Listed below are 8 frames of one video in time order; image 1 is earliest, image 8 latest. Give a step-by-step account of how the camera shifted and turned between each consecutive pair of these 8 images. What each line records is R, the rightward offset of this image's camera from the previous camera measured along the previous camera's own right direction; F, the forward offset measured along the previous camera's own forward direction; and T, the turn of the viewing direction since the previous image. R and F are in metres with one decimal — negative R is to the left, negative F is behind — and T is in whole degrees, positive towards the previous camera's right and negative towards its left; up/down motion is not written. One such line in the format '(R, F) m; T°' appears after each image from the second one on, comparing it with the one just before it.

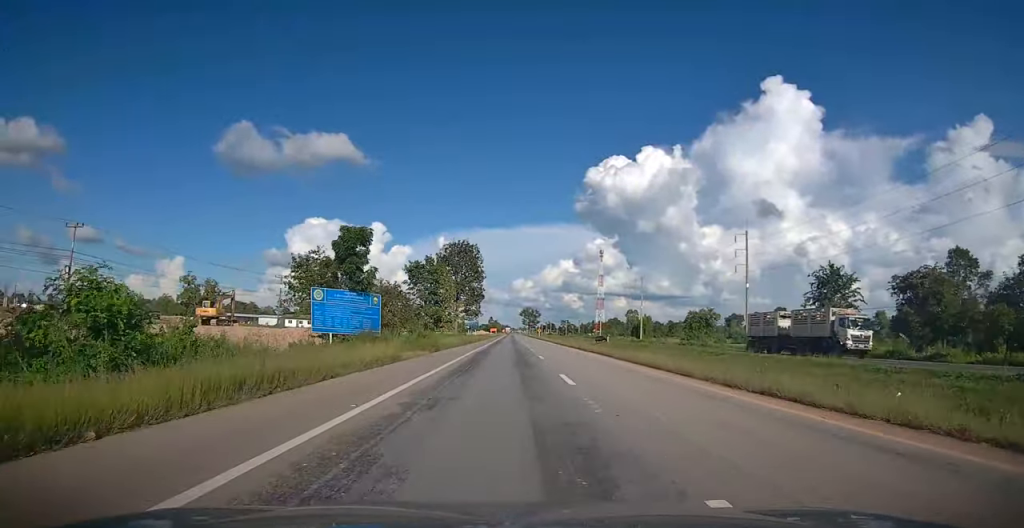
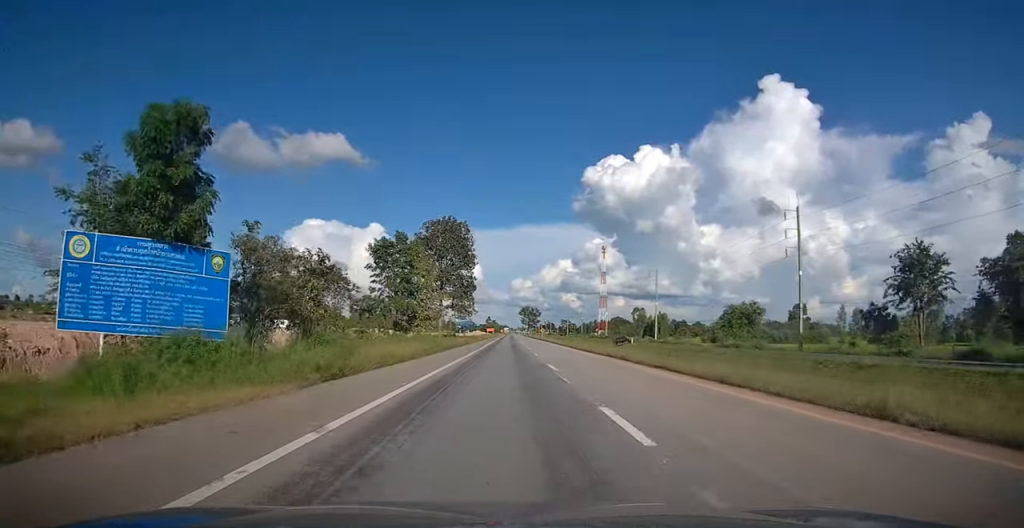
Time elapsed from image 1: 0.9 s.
(-0.1, +19.1) m; -1°
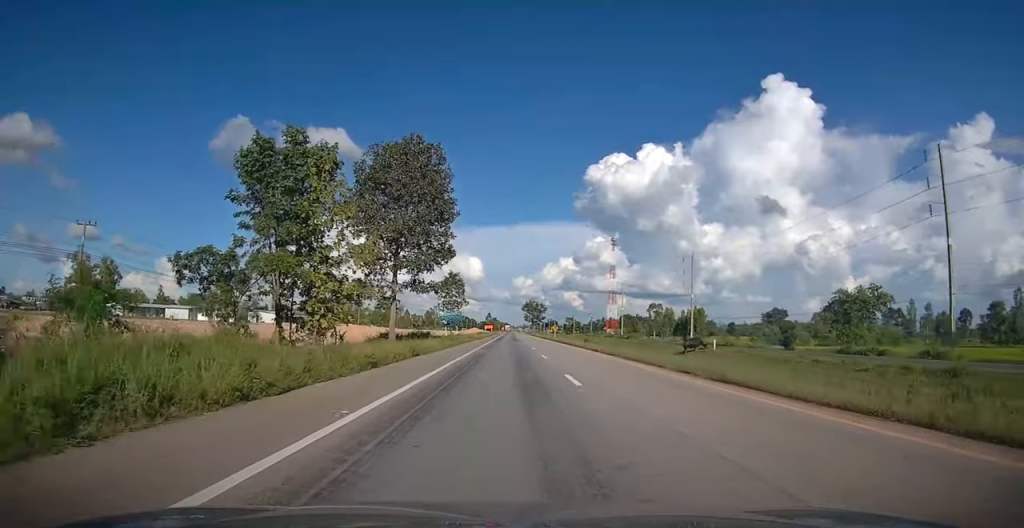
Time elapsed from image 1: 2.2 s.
(-0.2, +30.0) m; 0°
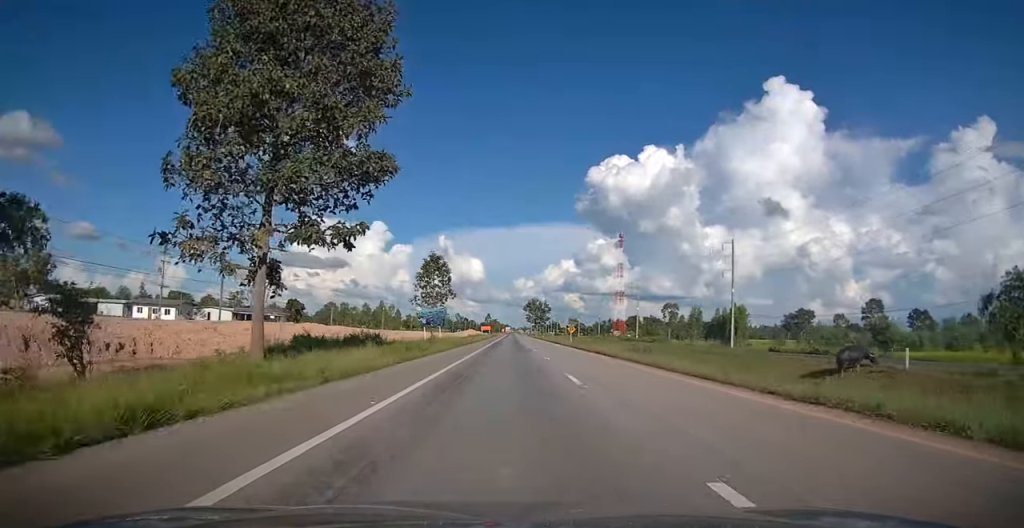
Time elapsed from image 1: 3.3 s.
(+0.1, +23.1) m; 0°
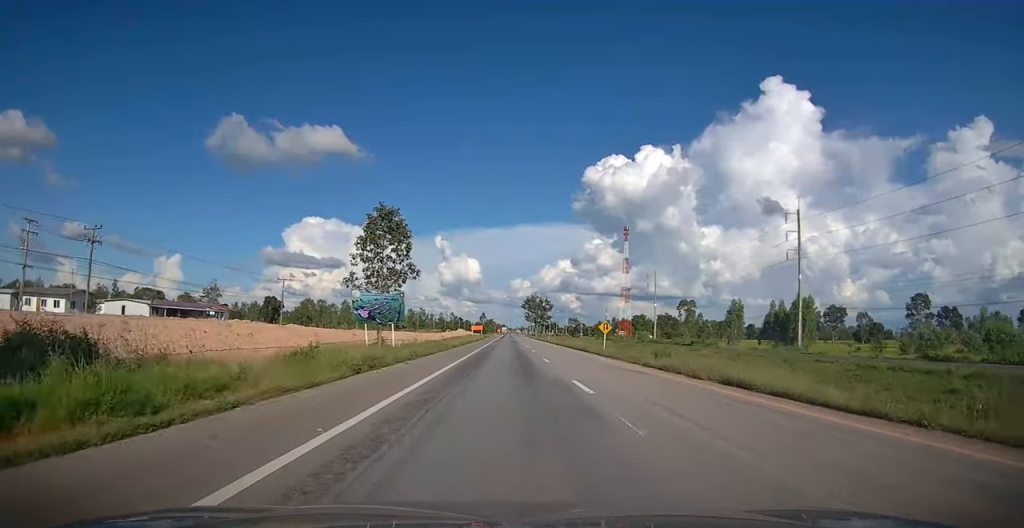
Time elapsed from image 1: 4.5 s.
(0.0, +26.4) m; 0°
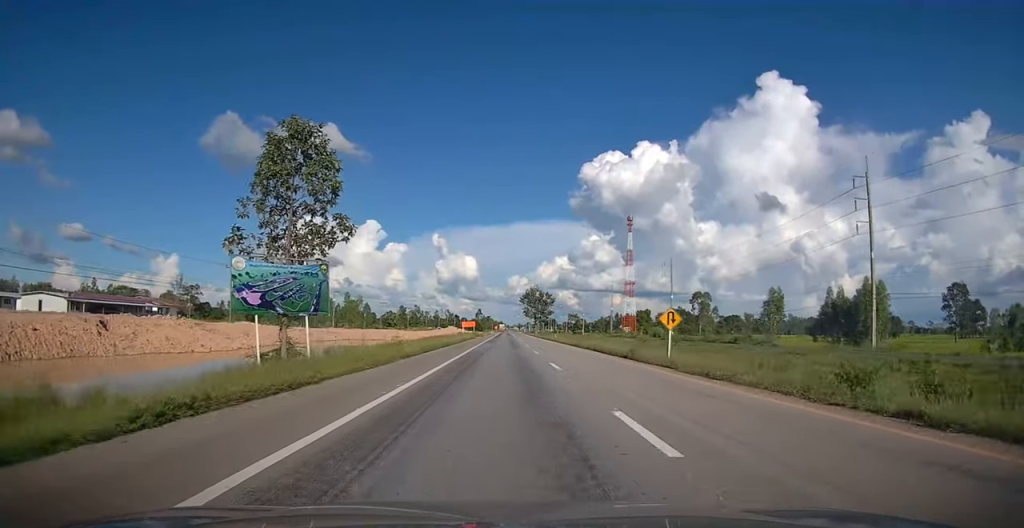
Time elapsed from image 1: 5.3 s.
(+0.1, +18.0) m; 0°
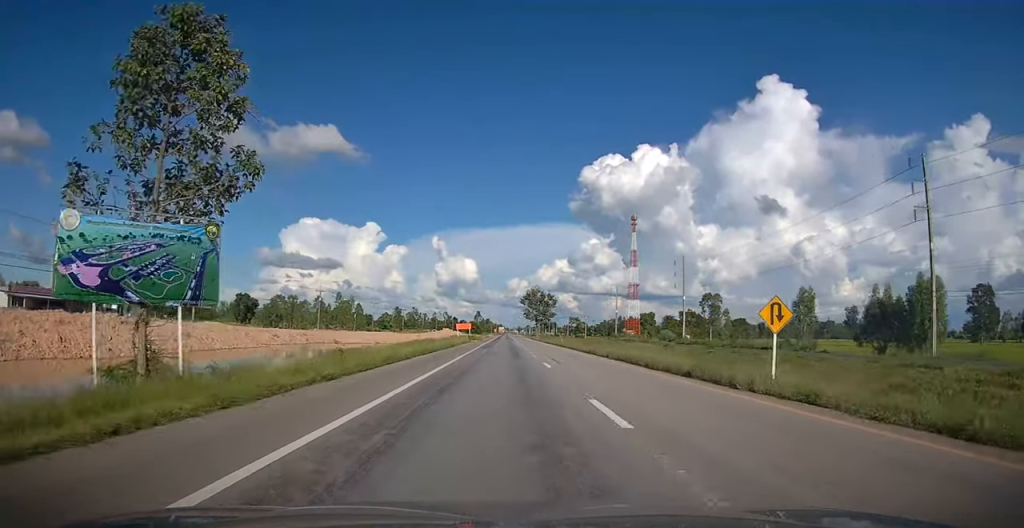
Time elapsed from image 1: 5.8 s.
(0.0, +10.2) m; 0°
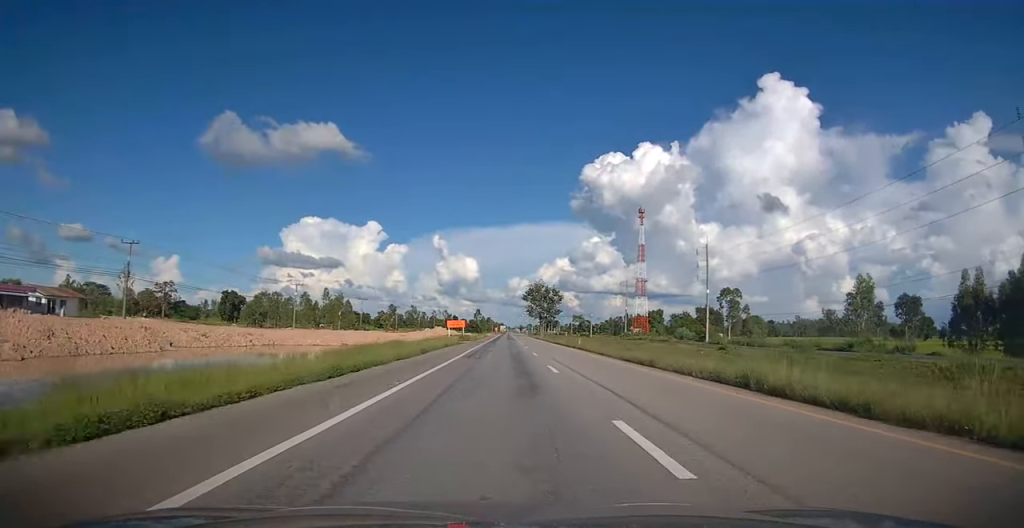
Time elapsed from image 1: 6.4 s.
(0.0, +14.5) m; 0°
